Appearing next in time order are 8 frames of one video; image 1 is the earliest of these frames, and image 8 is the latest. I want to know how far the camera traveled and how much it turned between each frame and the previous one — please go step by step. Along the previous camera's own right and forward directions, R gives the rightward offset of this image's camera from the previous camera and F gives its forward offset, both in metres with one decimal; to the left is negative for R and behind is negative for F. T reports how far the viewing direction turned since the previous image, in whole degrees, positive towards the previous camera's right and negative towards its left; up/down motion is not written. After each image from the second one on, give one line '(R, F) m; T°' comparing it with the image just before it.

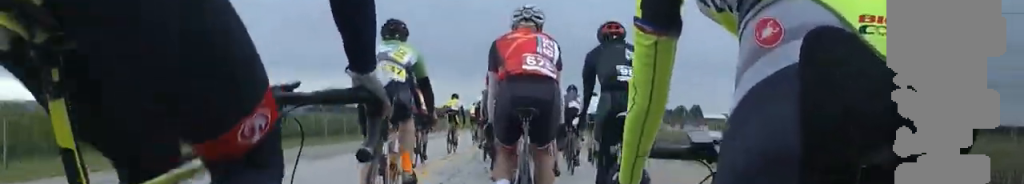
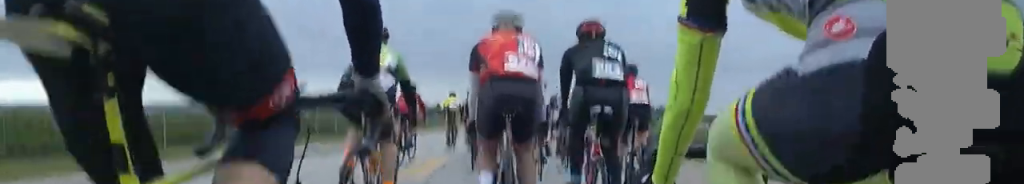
(-0.5, +5.2) m; -1°
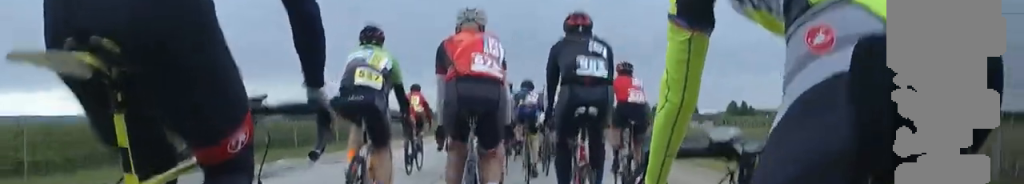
(0.0, +7.6) m; 0°
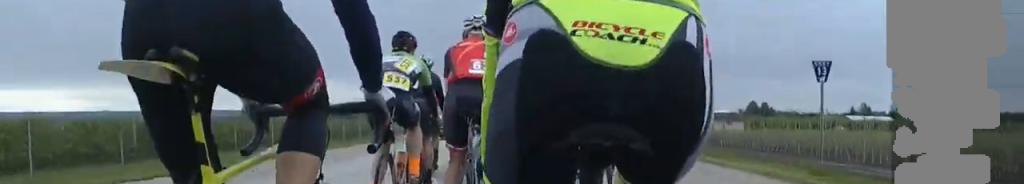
(-0.1, +14.9) m; 0°
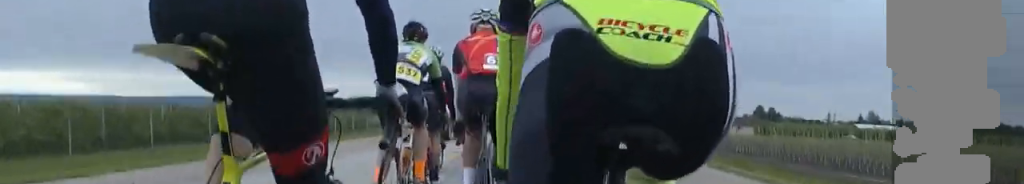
(+0.5, +3.2) m; 0°
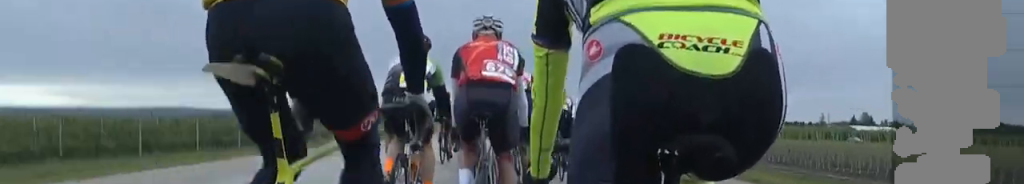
(-0.9, +9.5) m; 0°
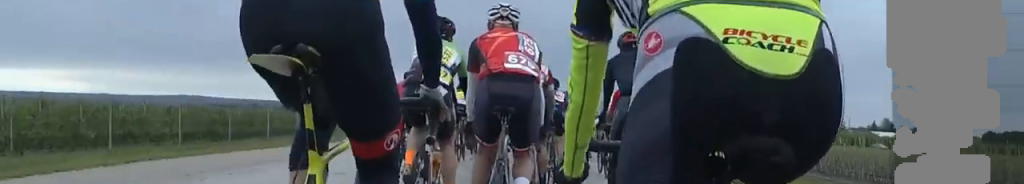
(+0.4, +3.2) m; 0°
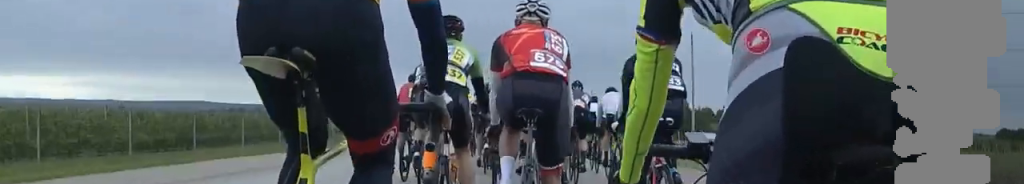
(+0.6, +4.2) m; 0°
